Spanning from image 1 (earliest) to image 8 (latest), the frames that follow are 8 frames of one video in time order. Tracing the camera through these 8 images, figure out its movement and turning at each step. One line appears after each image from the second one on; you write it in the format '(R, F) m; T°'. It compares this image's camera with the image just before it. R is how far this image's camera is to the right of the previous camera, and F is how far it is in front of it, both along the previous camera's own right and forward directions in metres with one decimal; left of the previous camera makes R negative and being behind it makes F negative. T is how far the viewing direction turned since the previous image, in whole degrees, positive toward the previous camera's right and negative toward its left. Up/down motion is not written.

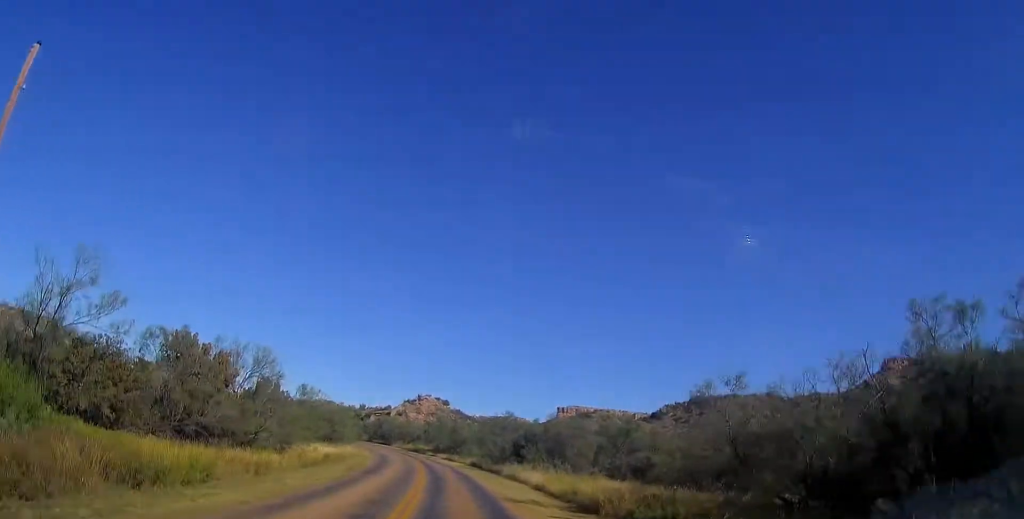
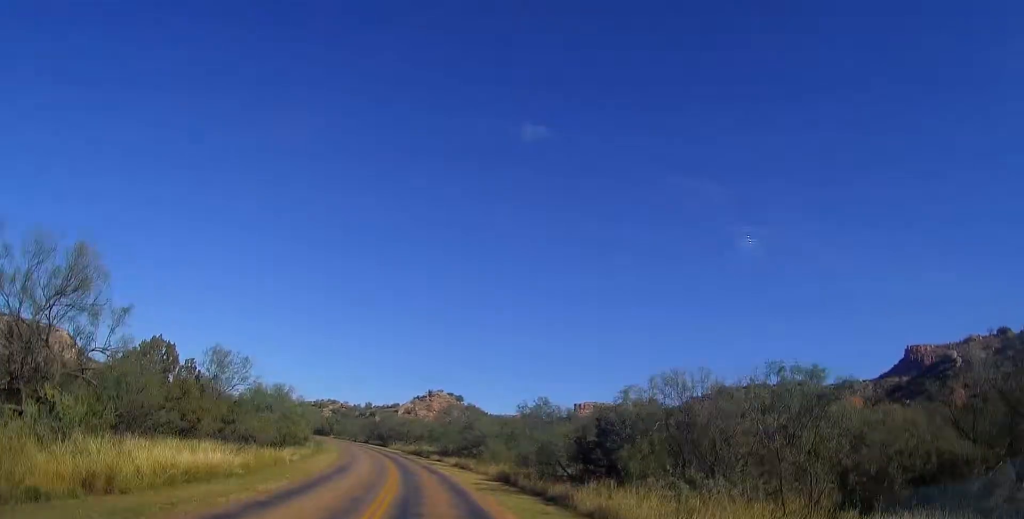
(-0.2, +22.0) m; -3°
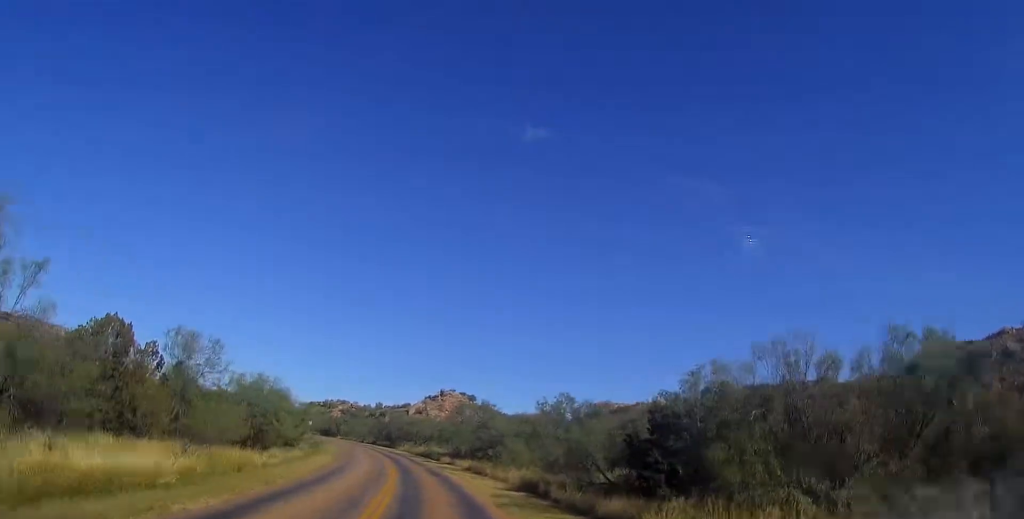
(0.0, +5.9) m; 0°
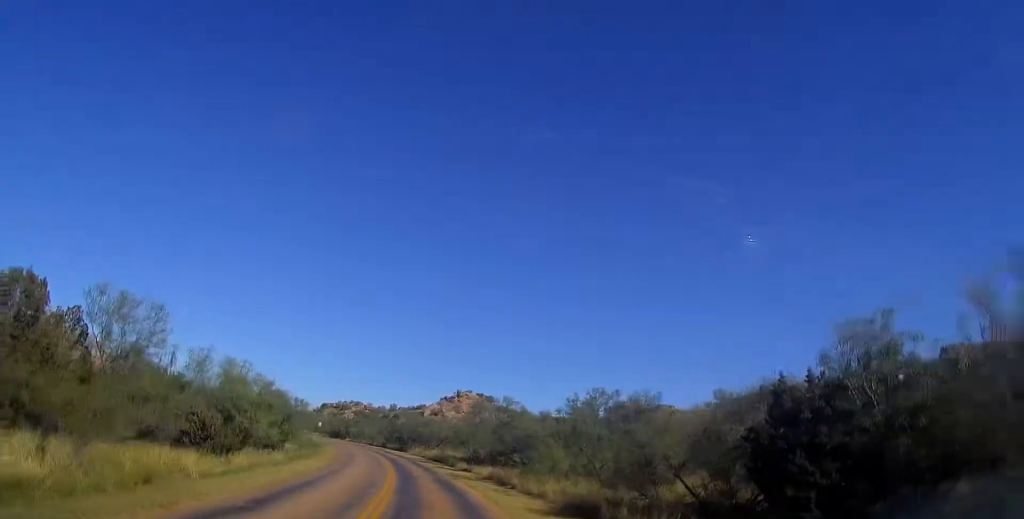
(0.0, +7.8) m; 0°
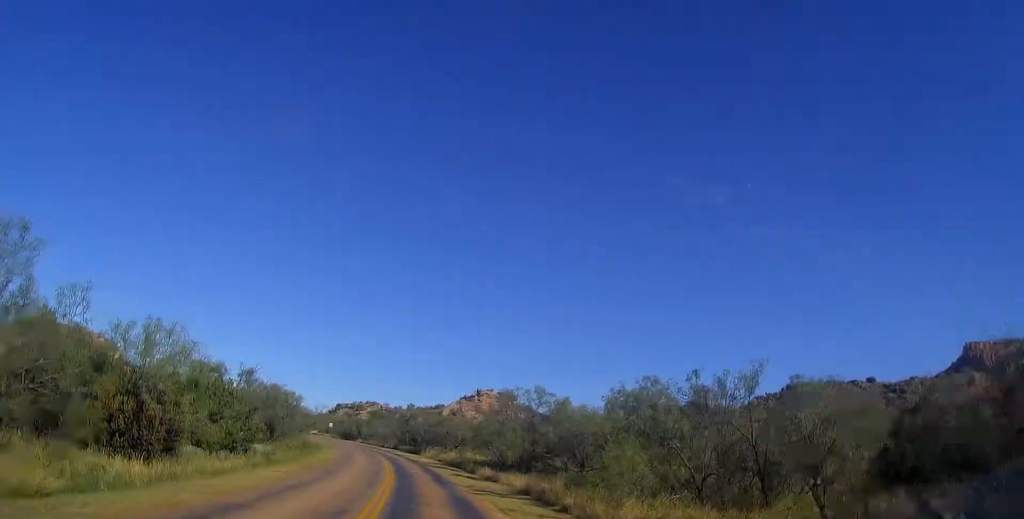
(0.0, +8.8) m; -2°
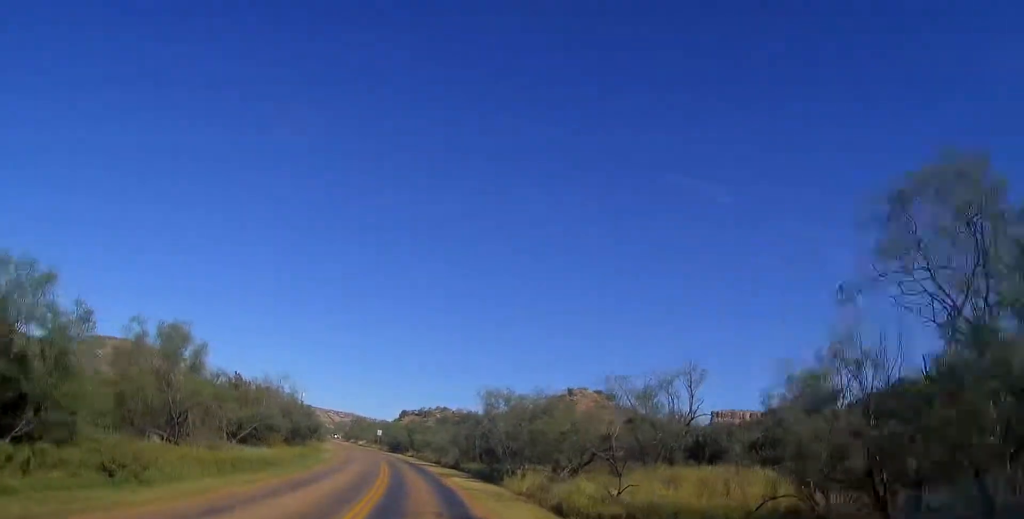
(-1.8, +34.1) m; -7°
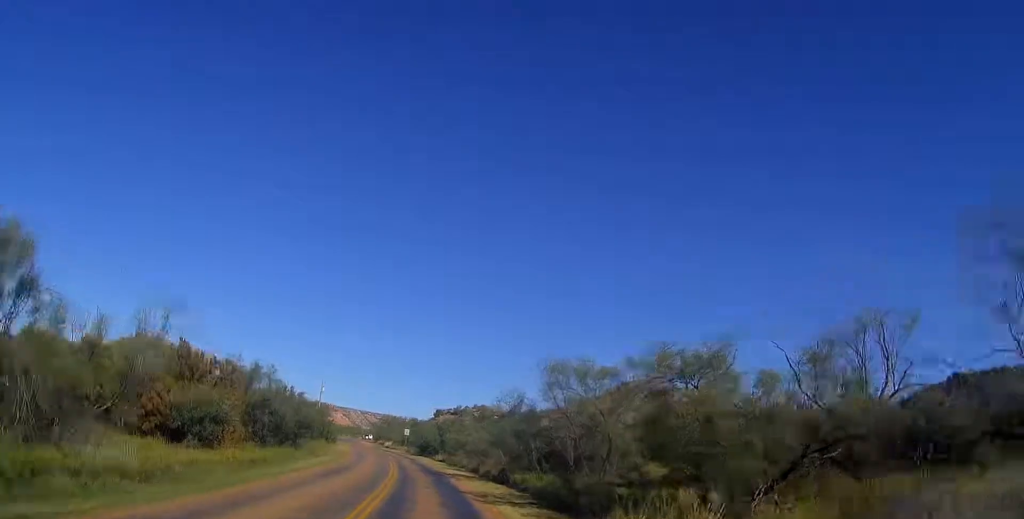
(-0.8, +14.1) m; -6°
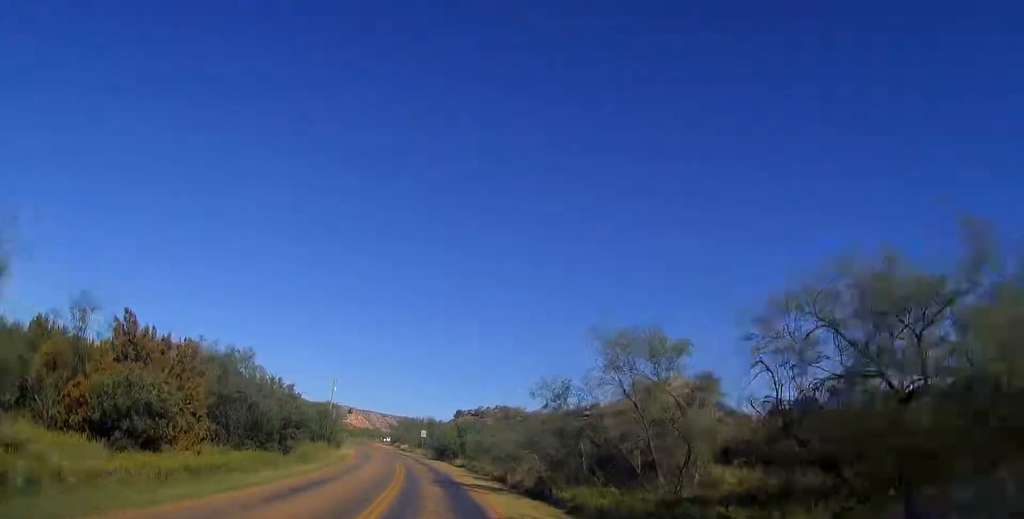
(-0.3, +7.2) m; -2°
